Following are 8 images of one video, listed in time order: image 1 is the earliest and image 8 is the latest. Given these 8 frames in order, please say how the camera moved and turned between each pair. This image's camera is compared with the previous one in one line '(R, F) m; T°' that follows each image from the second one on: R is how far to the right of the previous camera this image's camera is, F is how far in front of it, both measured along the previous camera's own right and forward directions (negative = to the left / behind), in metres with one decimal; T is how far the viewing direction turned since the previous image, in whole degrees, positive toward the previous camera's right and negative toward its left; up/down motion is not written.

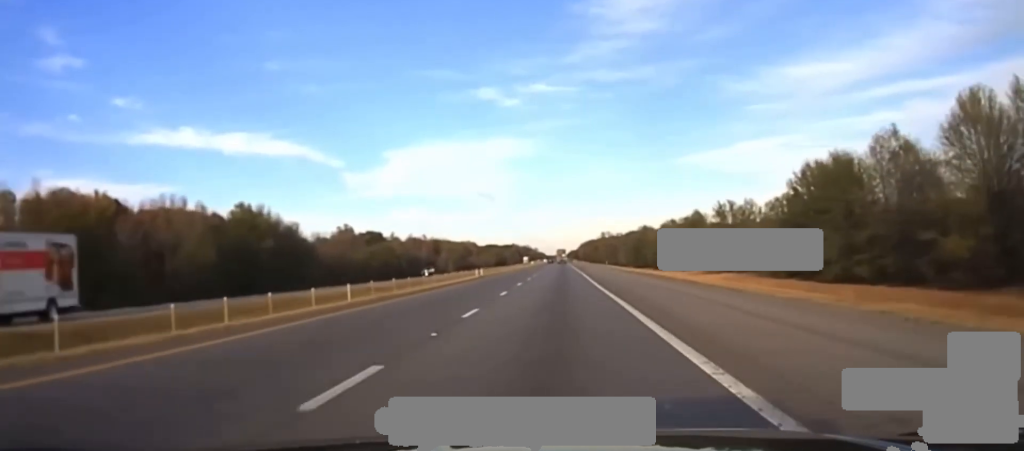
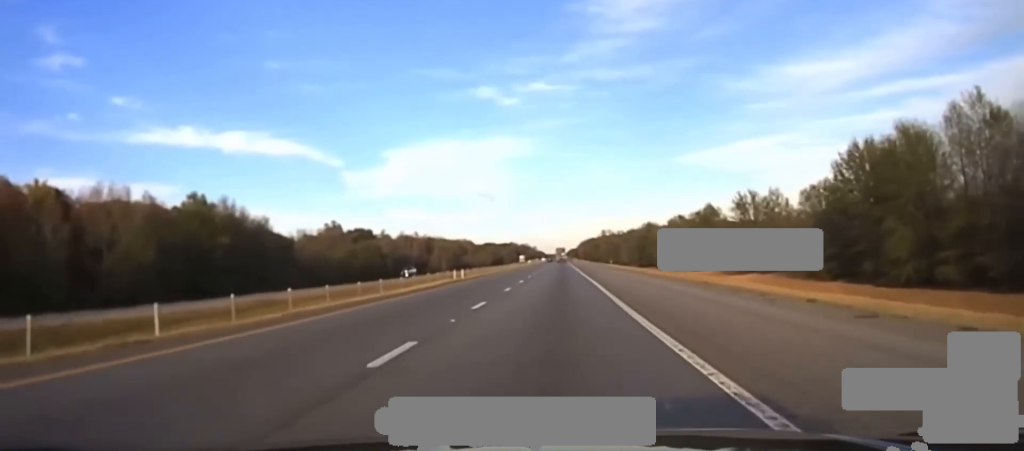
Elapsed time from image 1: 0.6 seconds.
(+0.1, +24.0) m; 0°
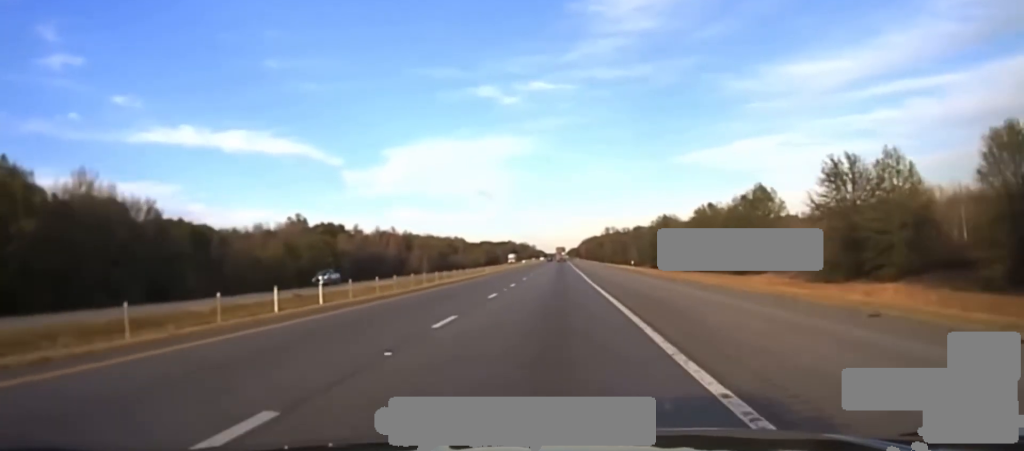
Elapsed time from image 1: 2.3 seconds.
(-0.6, +59.9) m; -1°
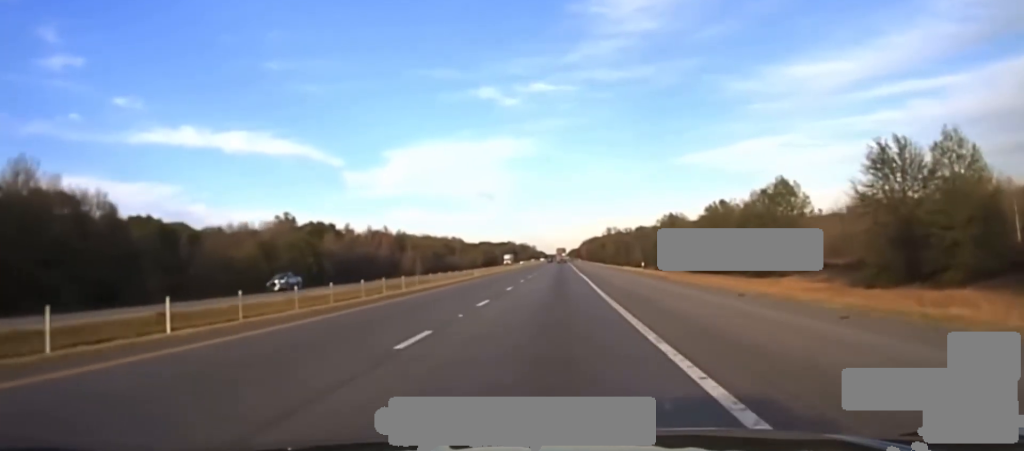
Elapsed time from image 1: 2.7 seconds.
(0.0, +14.4) m; 0°
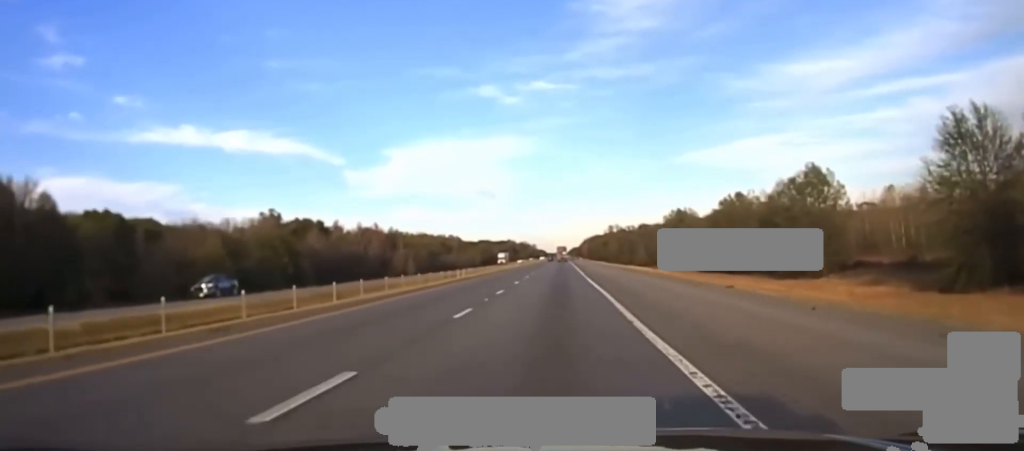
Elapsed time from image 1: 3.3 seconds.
(0.0, +16.1) m; 0°
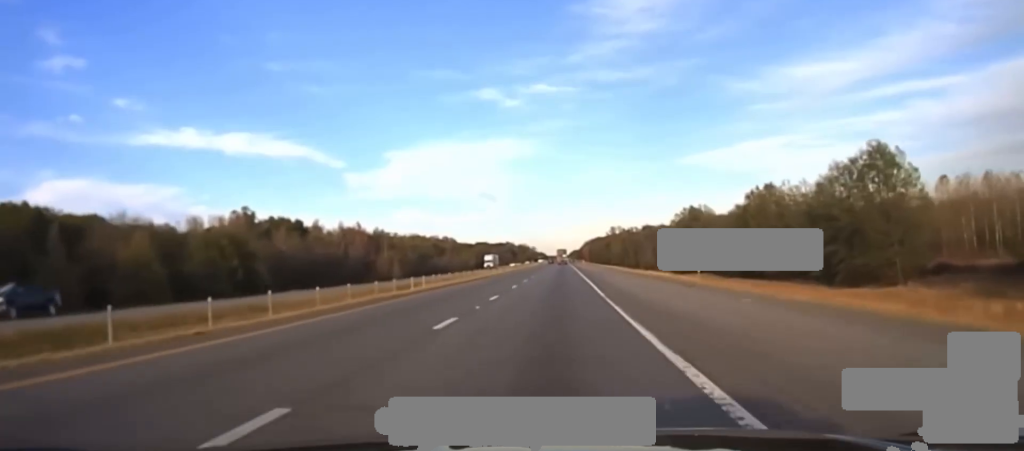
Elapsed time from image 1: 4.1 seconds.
(+0.1, +24.1) m; 0°
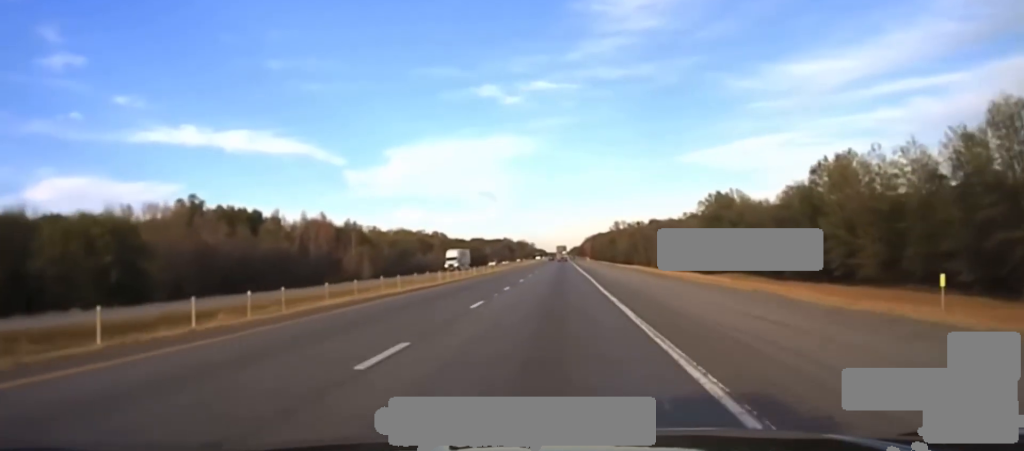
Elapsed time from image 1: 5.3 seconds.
(0.0, +40.5) m; 0°
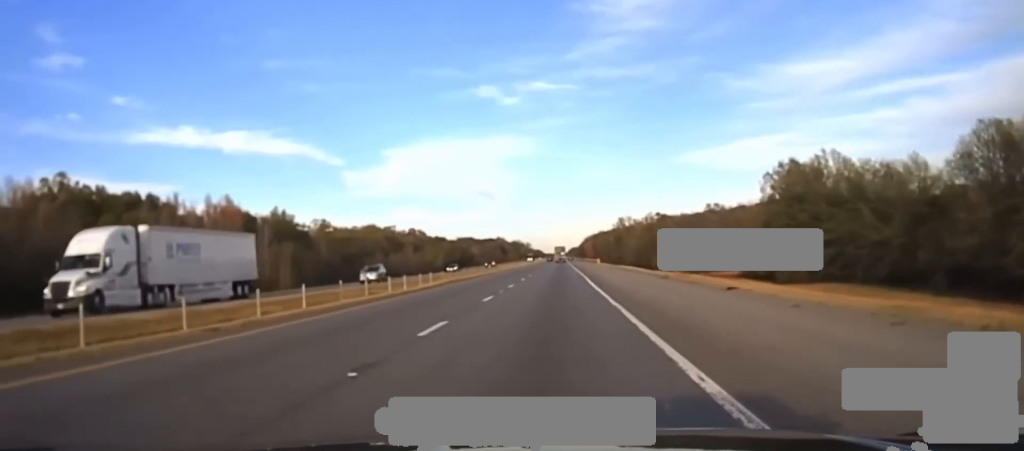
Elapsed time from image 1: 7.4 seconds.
(-0.5, +71.9) m; 0°
